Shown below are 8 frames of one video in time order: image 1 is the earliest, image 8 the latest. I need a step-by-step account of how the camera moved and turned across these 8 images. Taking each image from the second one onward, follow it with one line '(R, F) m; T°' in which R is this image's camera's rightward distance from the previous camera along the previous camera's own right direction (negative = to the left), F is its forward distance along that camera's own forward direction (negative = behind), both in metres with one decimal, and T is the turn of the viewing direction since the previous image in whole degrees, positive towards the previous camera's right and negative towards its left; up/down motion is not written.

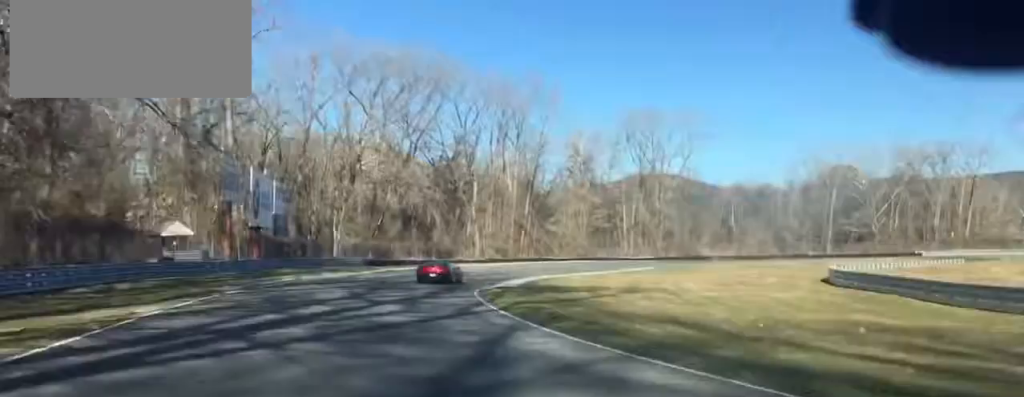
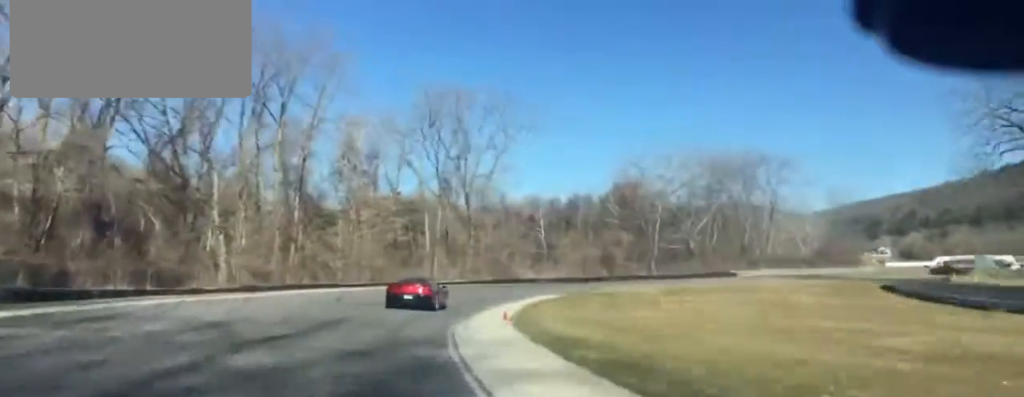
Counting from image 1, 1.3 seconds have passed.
(0.0, +35.1) m; +1°
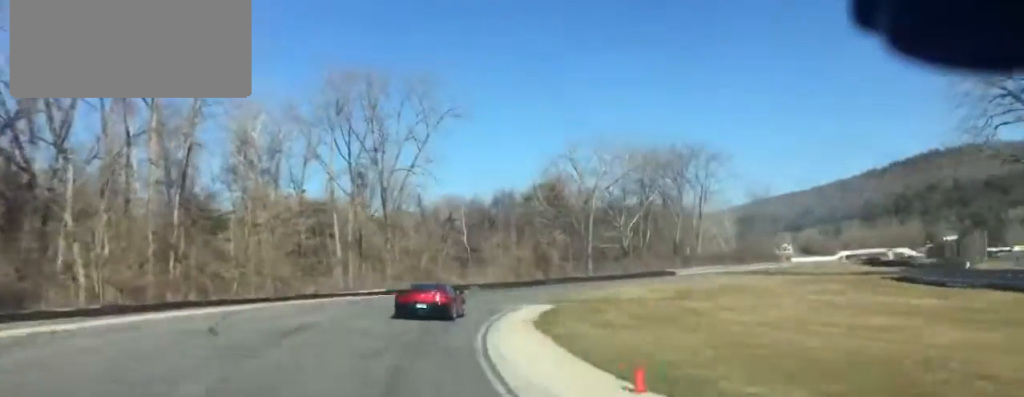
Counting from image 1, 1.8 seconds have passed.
(+0.1, +13.4) m; 0°
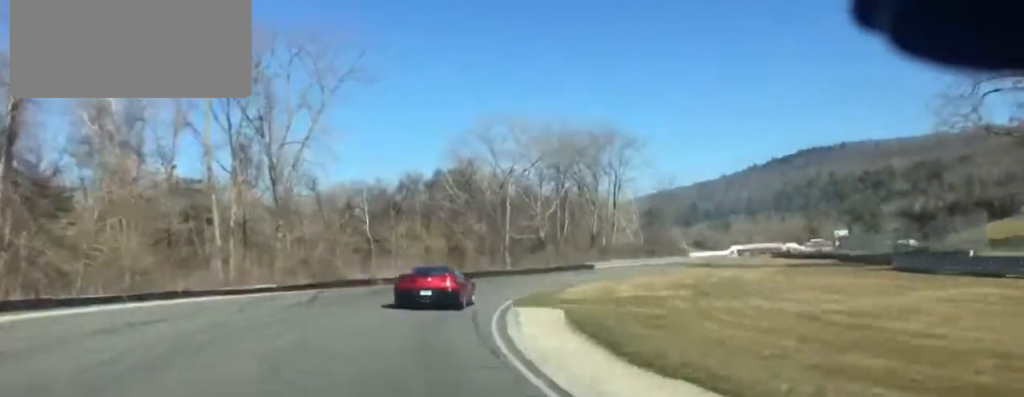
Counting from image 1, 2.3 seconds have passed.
(+0.1, +12.5) m; 0°
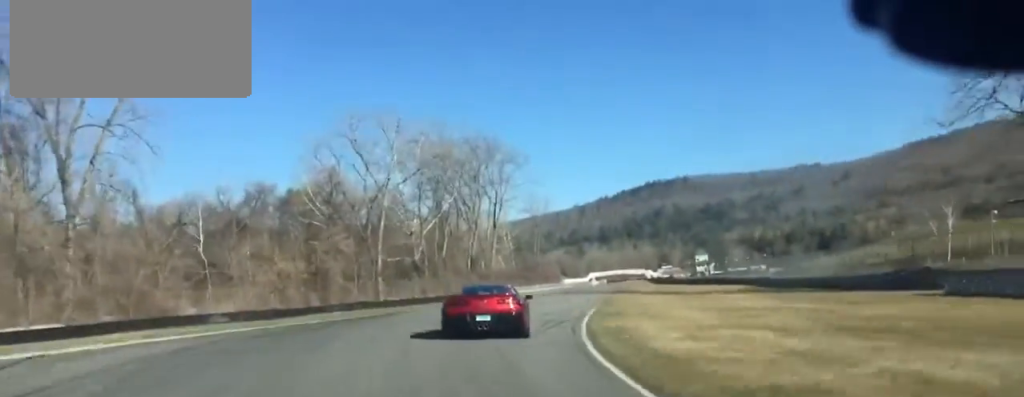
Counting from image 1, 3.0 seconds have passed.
(-0.2, +19.7) m; 0°
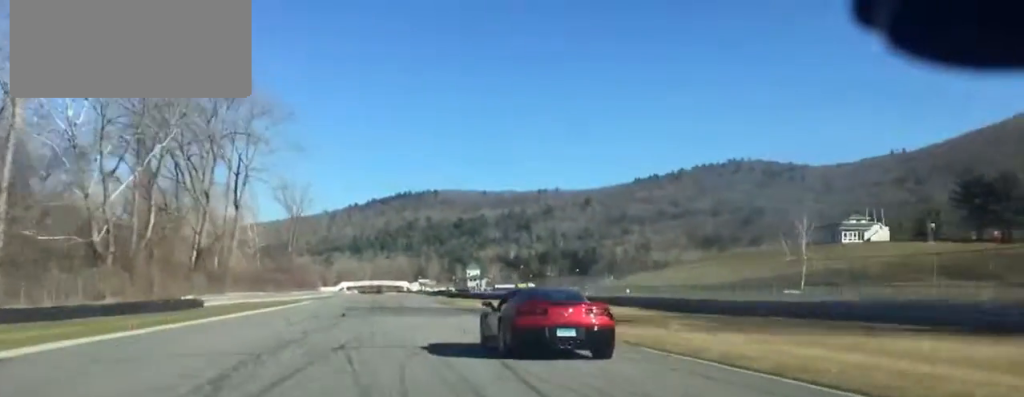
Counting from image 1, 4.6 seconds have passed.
(+0.4, +42.3) m; -1°
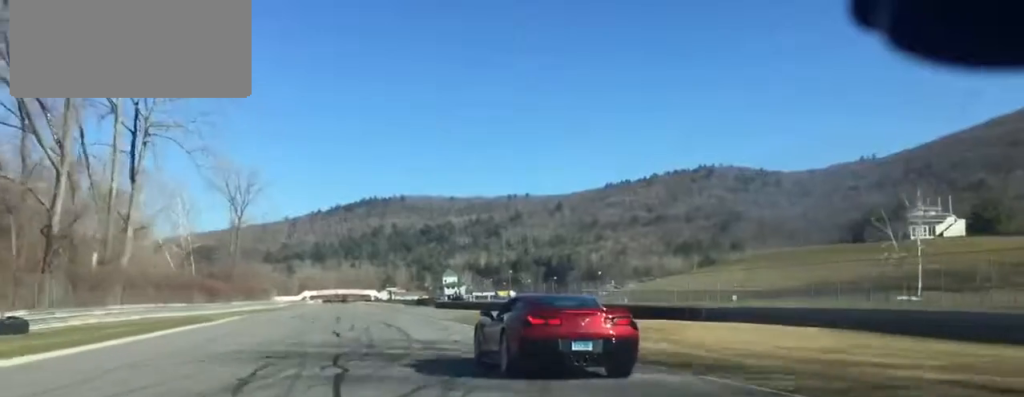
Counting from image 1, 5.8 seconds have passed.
(-0.8, +35.4) m; 0°
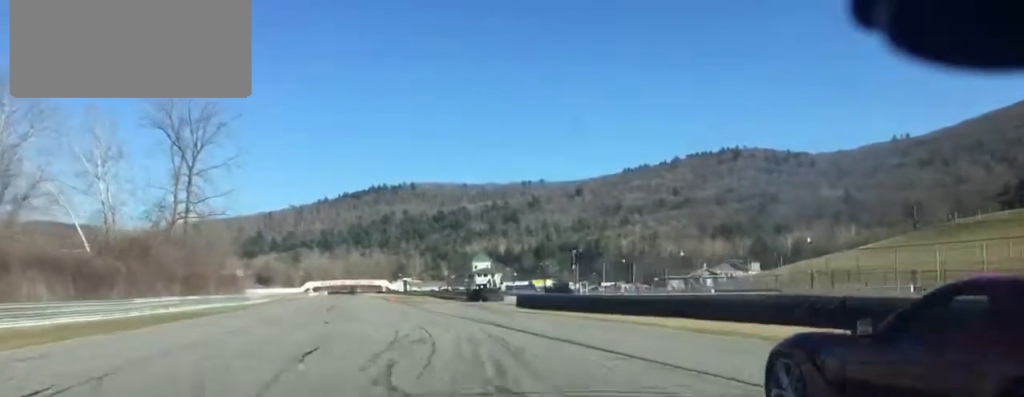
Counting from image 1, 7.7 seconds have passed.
(+1.6, +61.2) m; +2°
